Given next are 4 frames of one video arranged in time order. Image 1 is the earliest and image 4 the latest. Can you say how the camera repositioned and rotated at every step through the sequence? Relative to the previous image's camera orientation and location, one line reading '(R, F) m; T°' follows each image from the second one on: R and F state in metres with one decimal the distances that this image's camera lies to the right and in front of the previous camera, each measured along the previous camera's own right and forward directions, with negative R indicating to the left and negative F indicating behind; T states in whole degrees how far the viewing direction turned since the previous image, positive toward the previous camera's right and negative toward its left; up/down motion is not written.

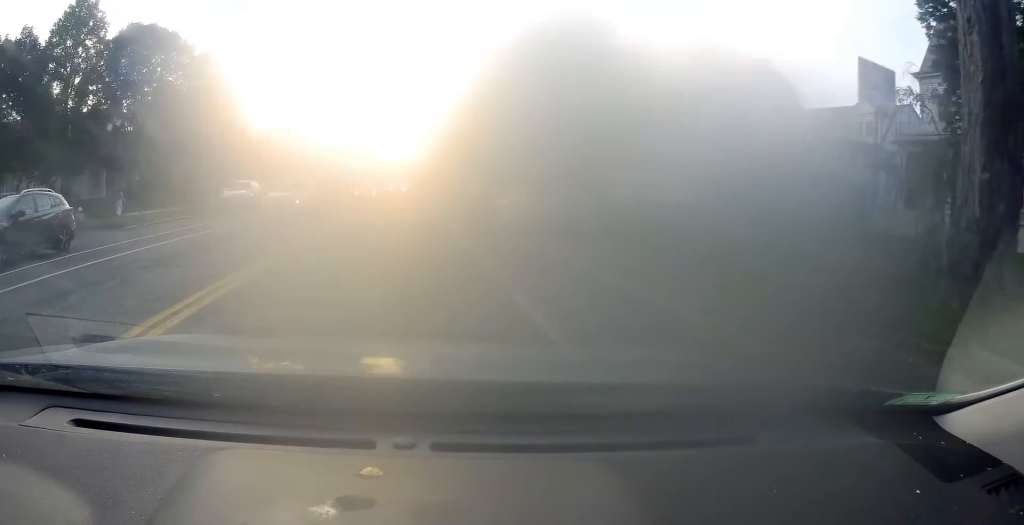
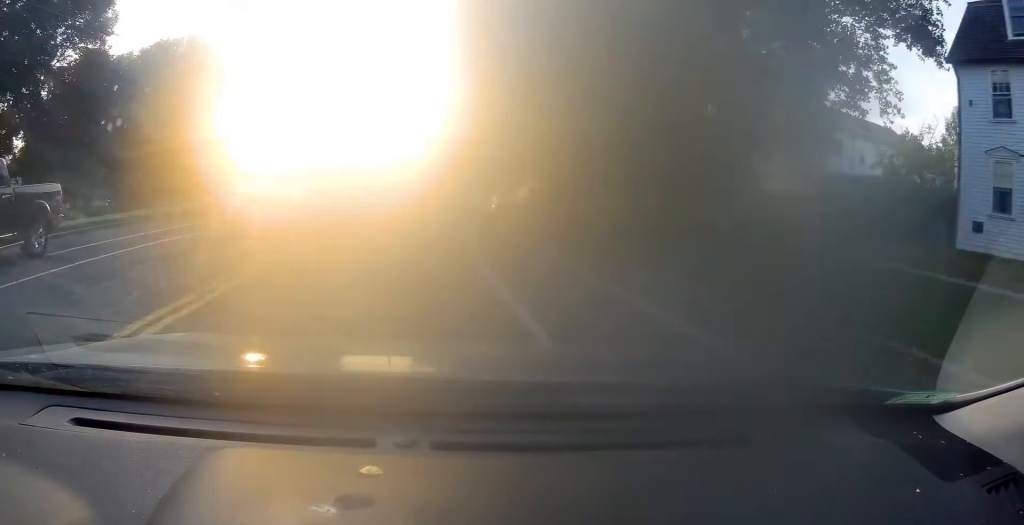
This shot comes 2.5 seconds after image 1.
(+0.9, +32.3) m; +4°
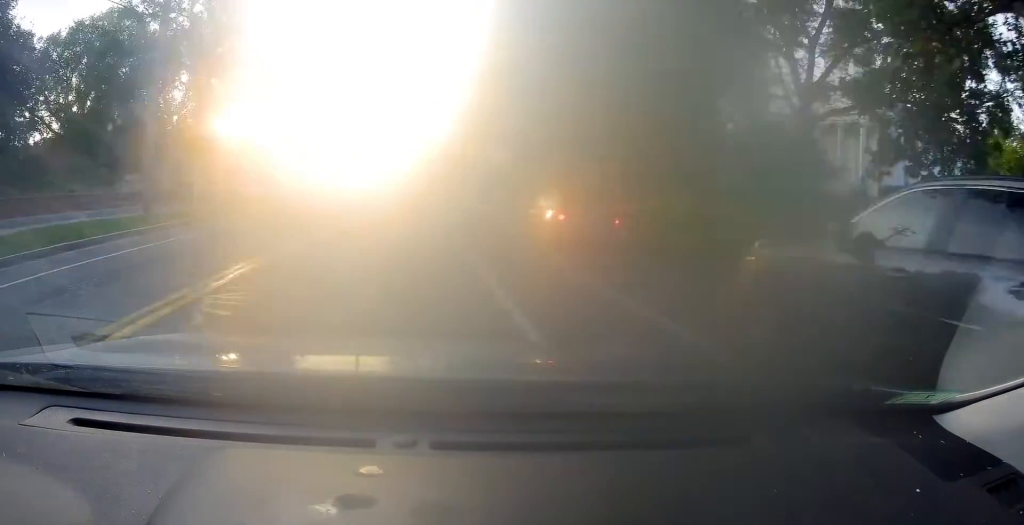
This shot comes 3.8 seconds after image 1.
(-0.6, +16.7) m; -2°
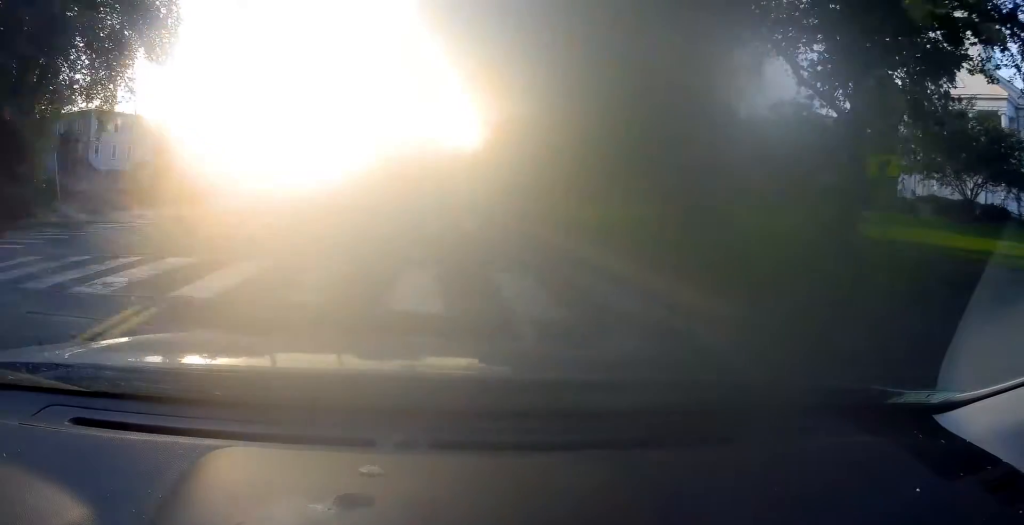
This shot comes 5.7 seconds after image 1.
(+0.7, +23.7) m; +6°
